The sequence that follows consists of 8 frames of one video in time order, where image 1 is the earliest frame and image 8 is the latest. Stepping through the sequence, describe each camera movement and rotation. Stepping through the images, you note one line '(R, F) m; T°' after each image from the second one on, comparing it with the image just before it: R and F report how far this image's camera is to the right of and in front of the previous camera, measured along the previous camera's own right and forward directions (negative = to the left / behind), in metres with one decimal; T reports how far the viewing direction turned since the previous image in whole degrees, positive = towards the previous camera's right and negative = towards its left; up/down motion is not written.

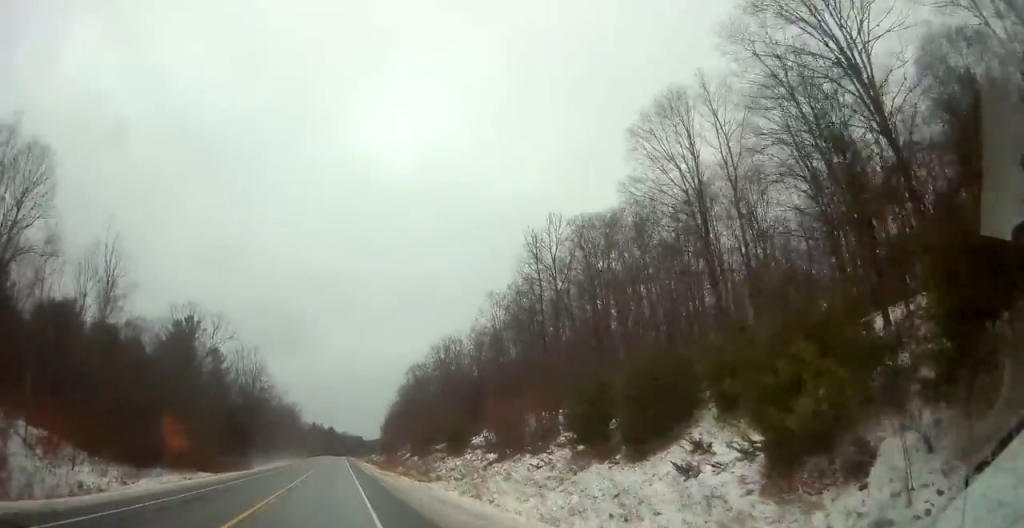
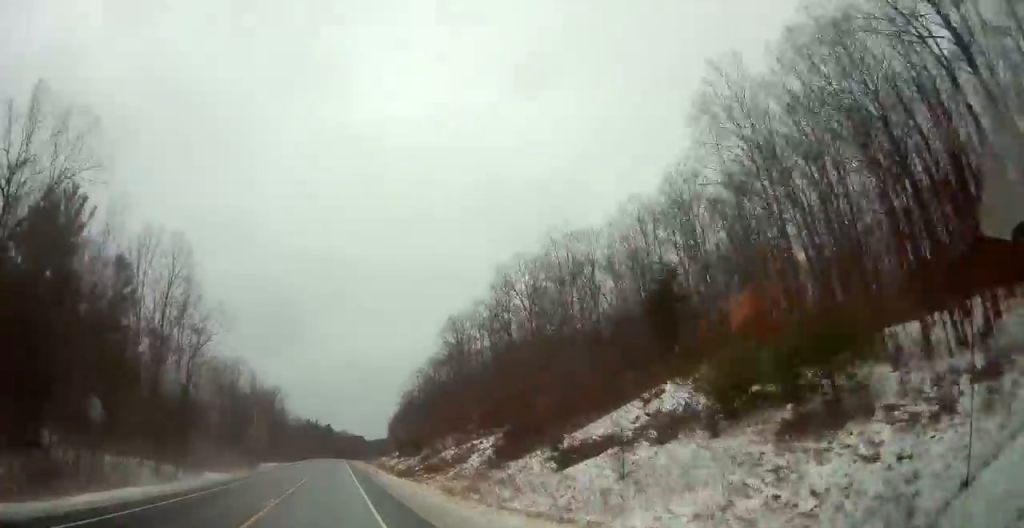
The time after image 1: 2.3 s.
(+0.1, +57.9) m; 0°
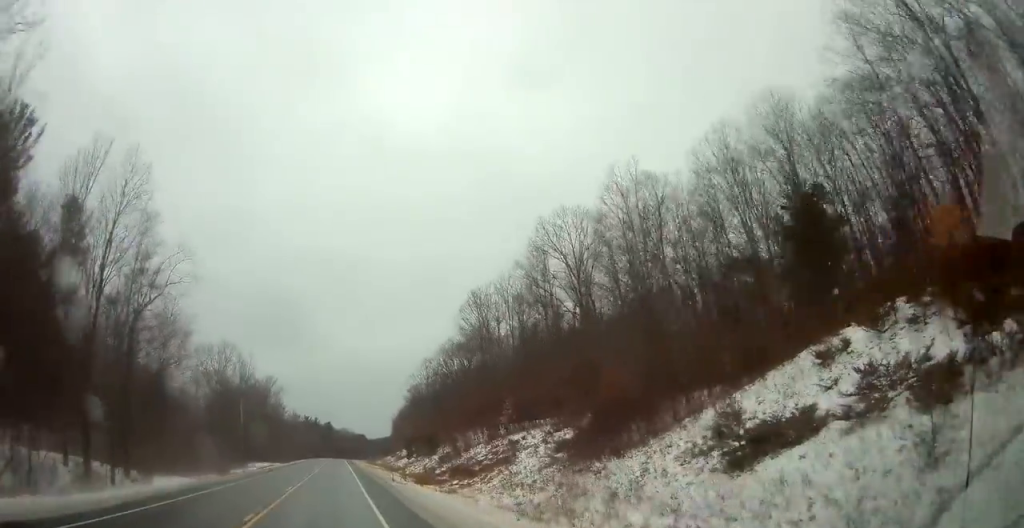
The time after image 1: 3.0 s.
(0.0, +15.7) m; 0°
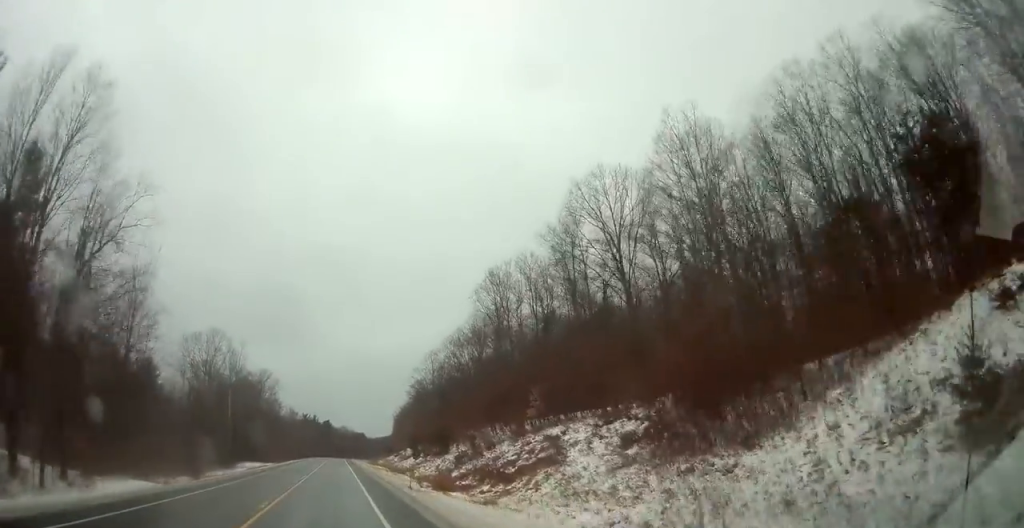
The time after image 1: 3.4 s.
(0.0, +9.9) m; 0°
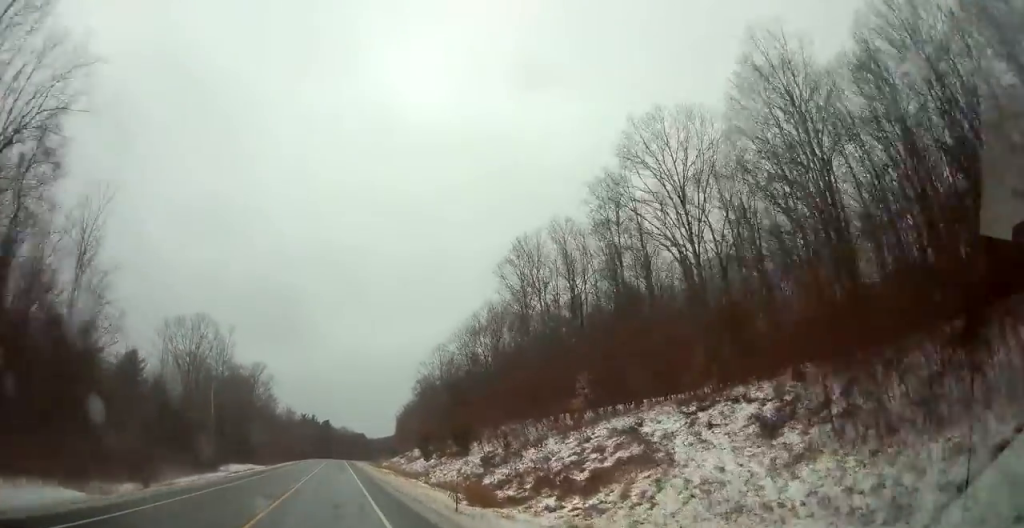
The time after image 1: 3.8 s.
(-0.1, +11.5) m; 0°
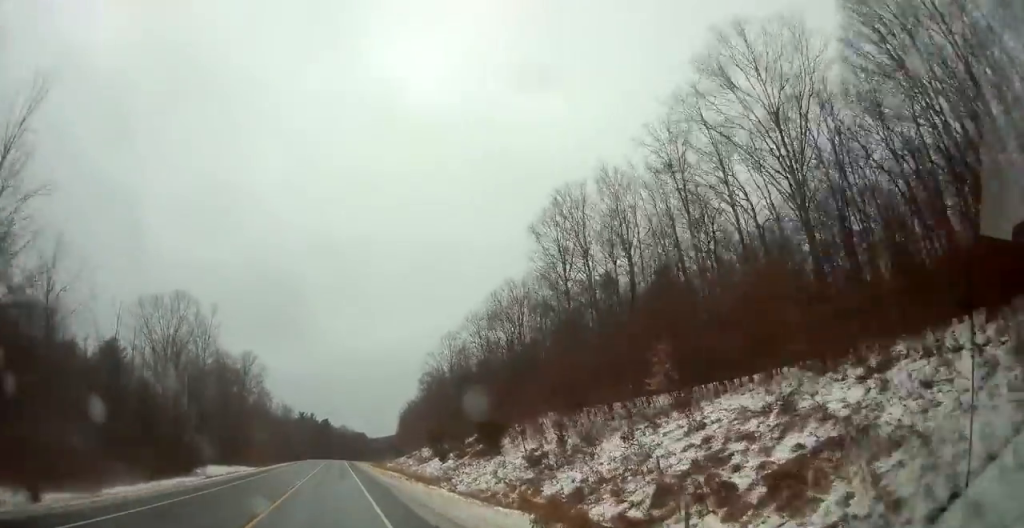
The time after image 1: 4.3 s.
(-0.1, +12.4) m; 0°
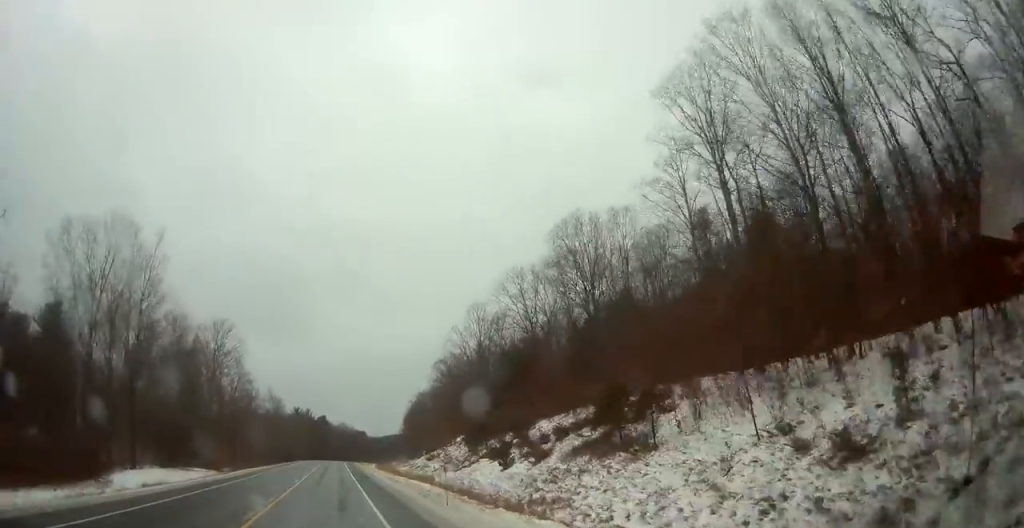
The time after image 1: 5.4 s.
(+0.1, +25.6) m; 0°
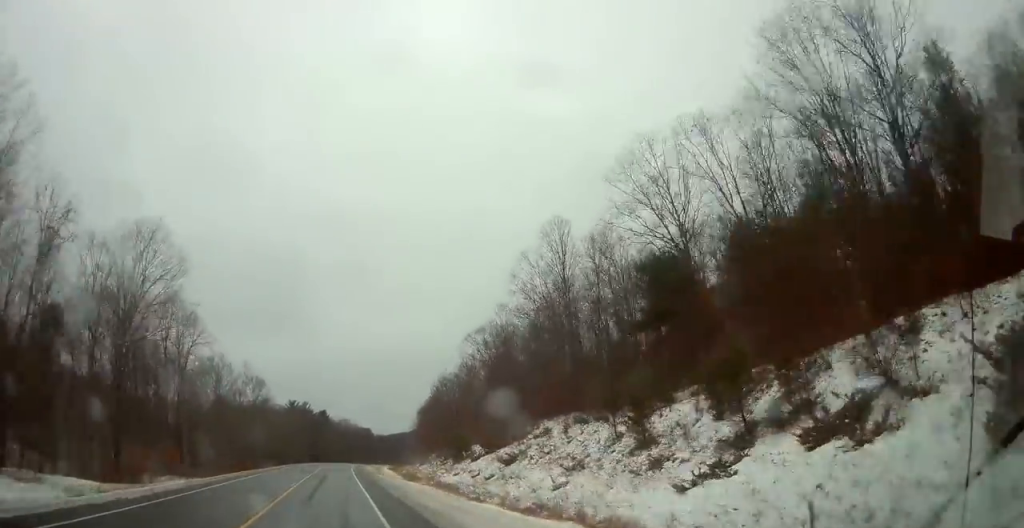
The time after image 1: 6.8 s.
(-0.1, +36.4) m; 0°
